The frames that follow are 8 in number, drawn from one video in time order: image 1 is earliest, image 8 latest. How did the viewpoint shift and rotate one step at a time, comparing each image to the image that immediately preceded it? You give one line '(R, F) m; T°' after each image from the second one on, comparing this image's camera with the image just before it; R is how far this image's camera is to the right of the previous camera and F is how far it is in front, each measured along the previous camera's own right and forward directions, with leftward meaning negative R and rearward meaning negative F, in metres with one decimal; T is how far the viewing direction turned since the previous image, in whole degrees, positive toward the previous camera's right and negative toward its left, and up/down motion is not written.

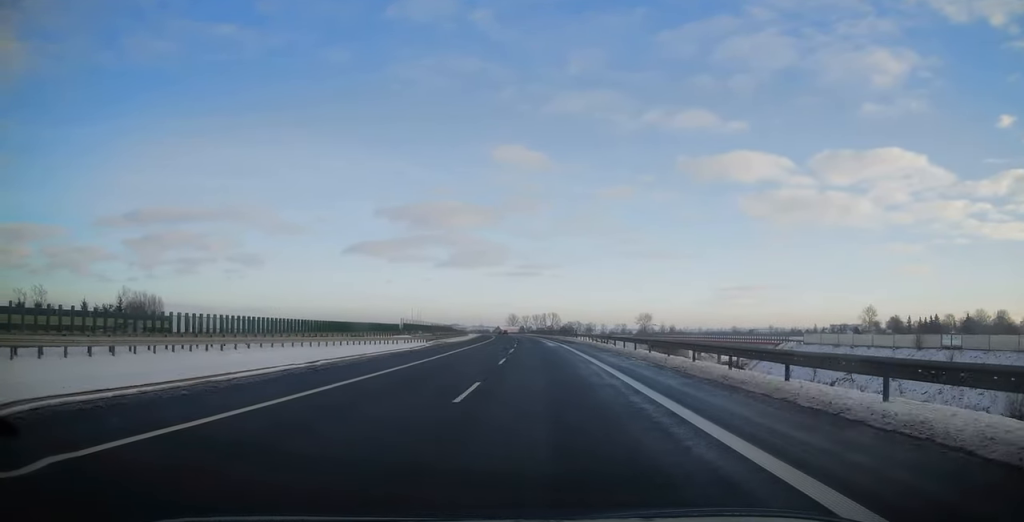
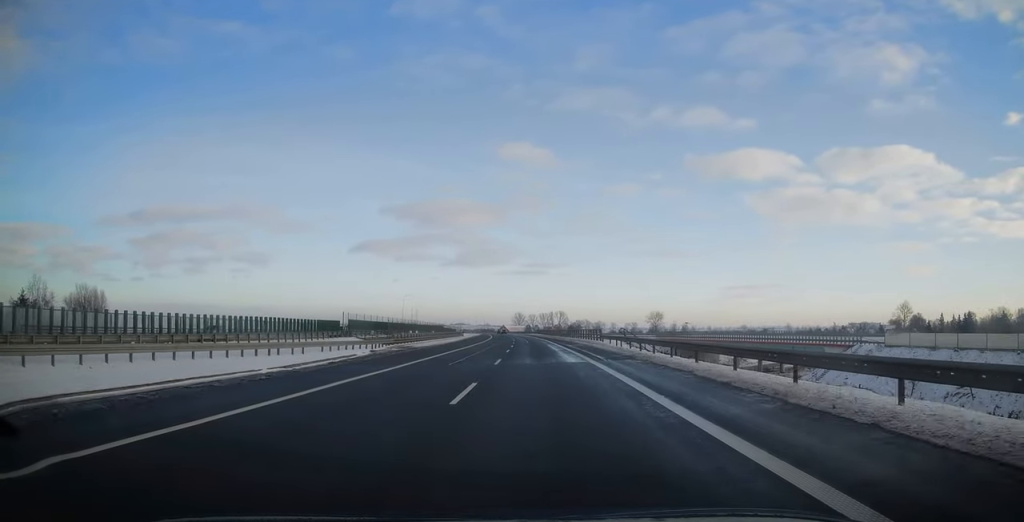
(-0.4, +24.4) m; 0°
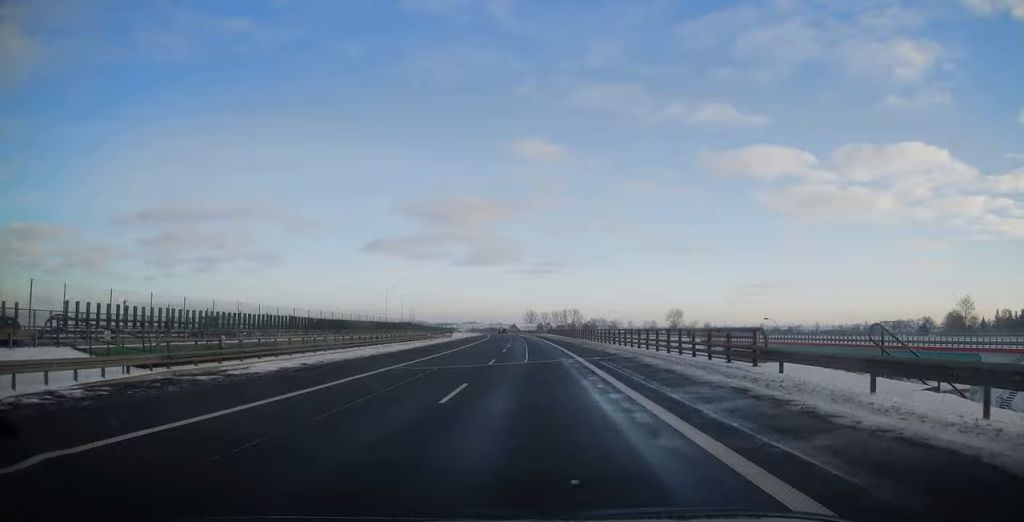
(-0.1, +35.5) m; -1°
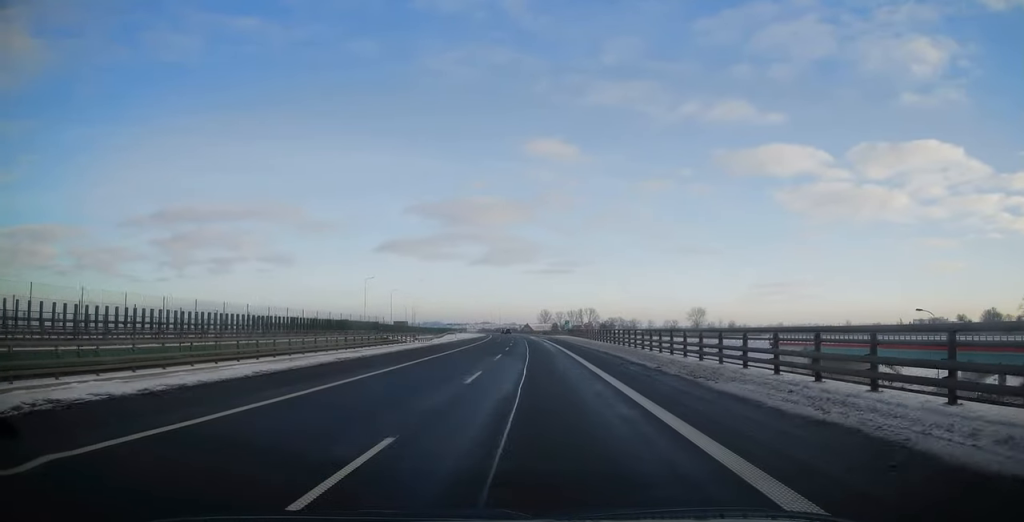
(-0.6, +31.7) m; -1°
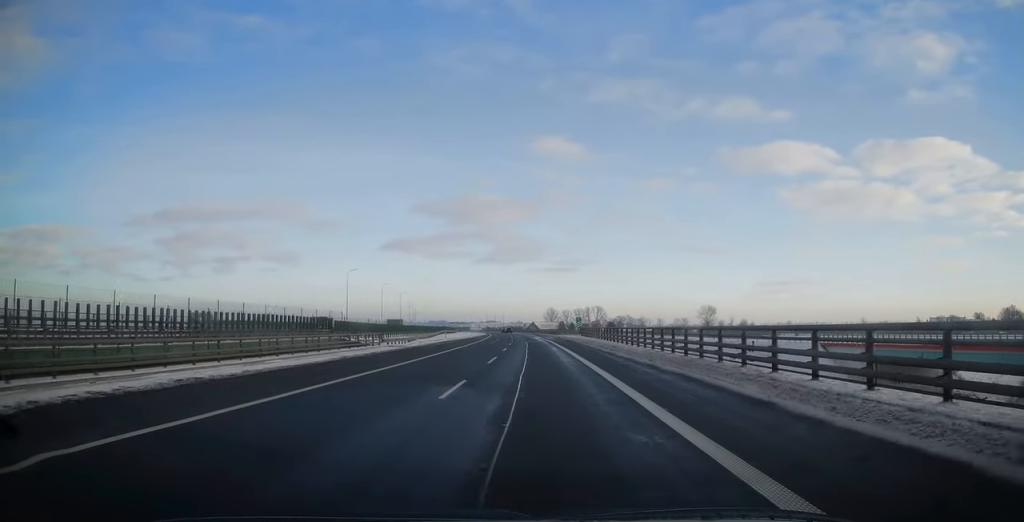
(+0.2, +15.9) m; 0°
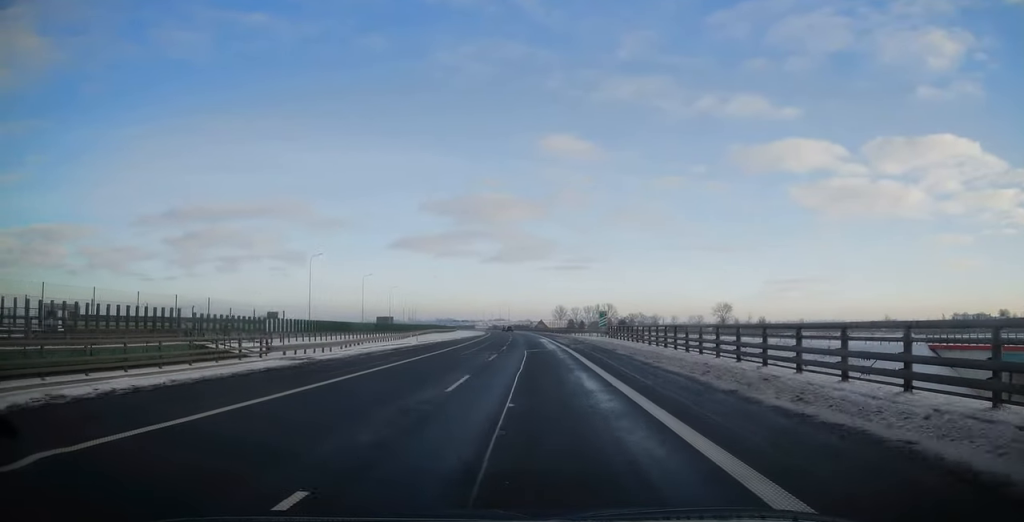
(-0.3, +22.7) m; -1°
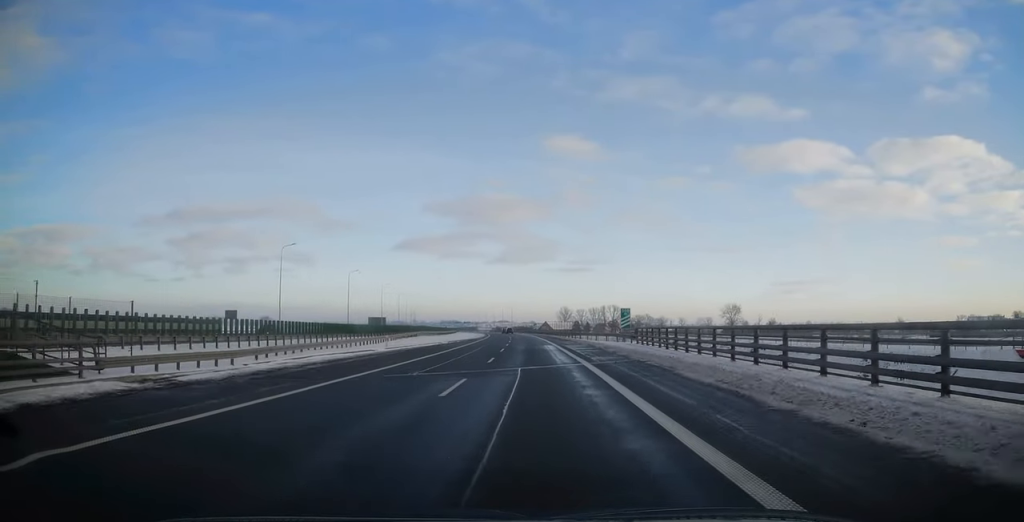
(-0.1, +12.6) m; -1°
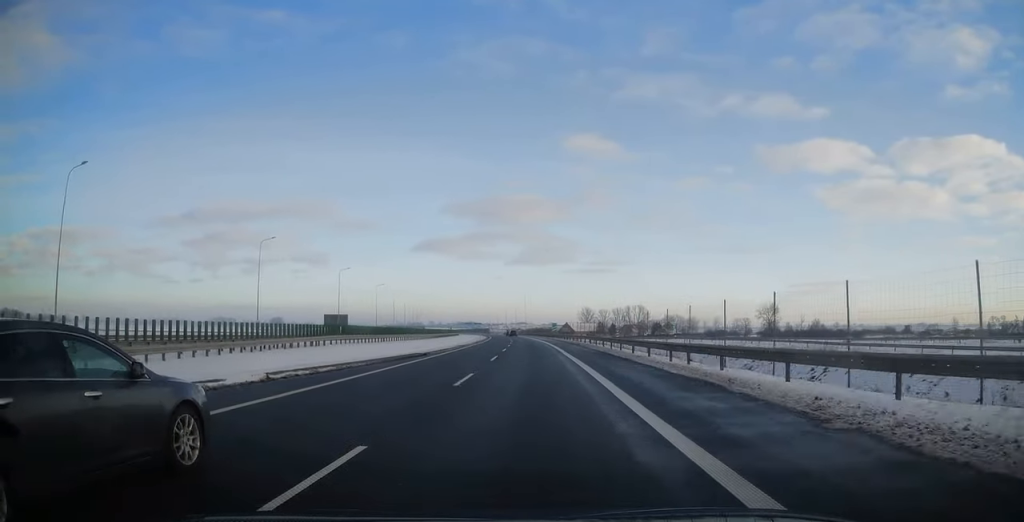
(-0.7, +45.0) m; -1°
